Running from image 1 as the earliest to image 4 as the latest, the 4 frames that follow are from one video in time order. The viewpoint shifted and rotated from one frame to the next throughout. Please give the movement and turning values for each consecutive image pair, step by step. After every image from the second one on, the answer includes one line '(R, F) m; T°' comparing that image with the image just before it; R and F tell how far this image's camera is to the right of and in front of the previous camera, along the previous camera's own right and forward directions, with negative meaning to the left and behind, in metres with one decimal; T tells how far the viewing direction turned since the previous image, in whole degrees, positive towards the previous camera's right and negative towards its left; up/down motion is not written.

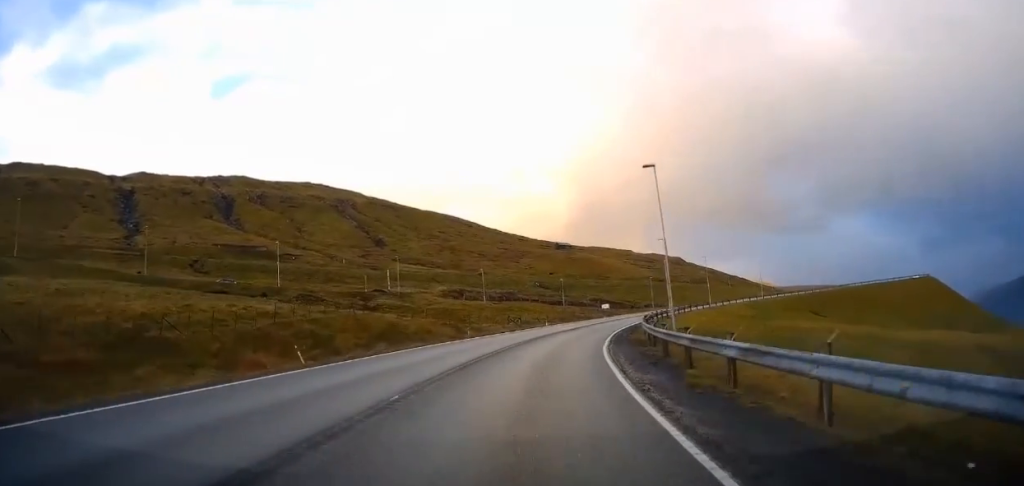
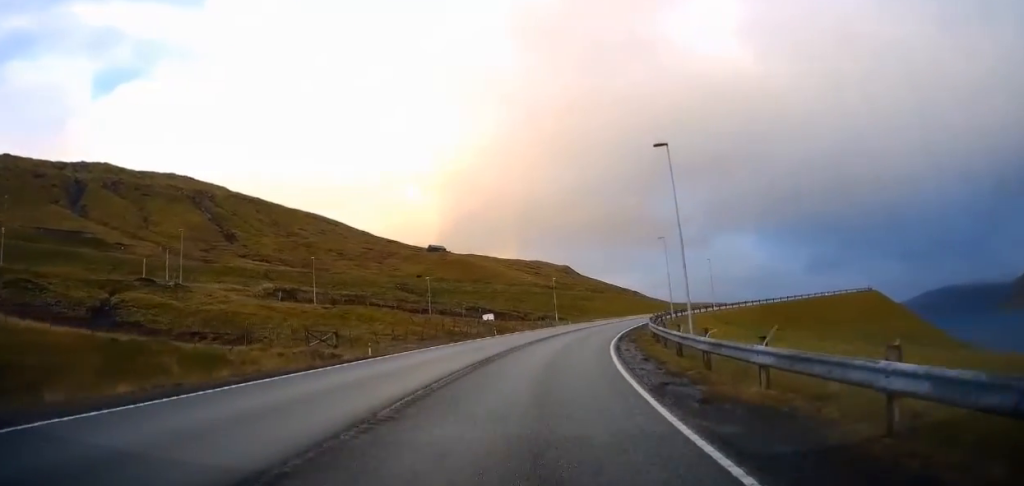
(+4.4, +32.3) m; +12°
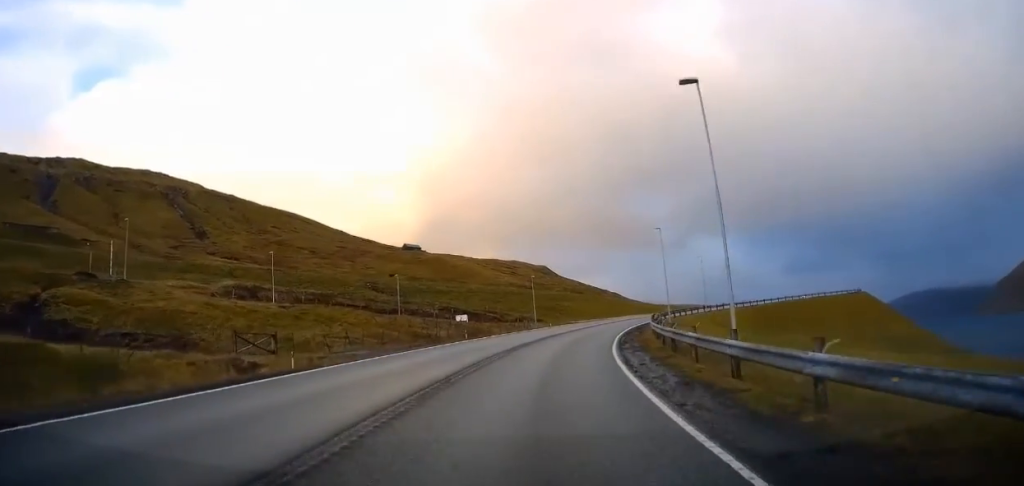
(0.0, +6.1) m; +1°
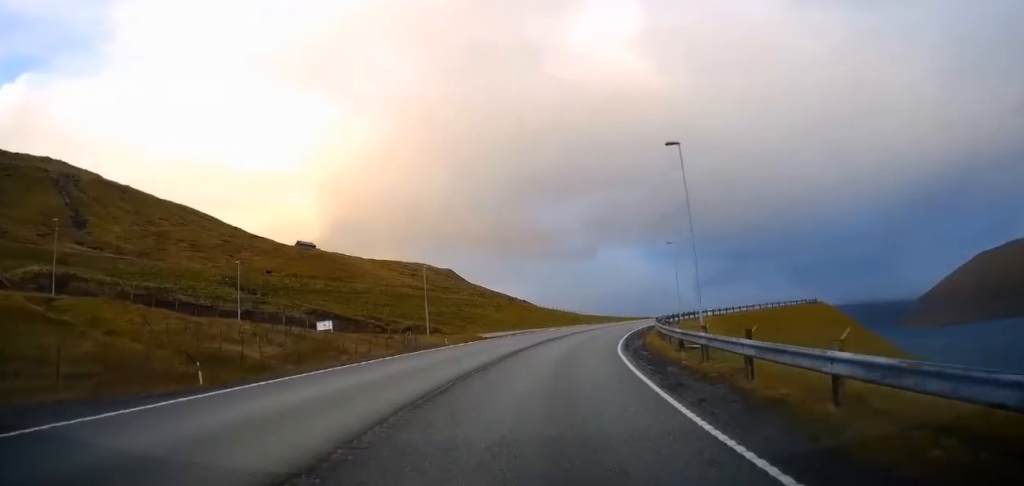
(+1.7, +24.2) m; +9°
